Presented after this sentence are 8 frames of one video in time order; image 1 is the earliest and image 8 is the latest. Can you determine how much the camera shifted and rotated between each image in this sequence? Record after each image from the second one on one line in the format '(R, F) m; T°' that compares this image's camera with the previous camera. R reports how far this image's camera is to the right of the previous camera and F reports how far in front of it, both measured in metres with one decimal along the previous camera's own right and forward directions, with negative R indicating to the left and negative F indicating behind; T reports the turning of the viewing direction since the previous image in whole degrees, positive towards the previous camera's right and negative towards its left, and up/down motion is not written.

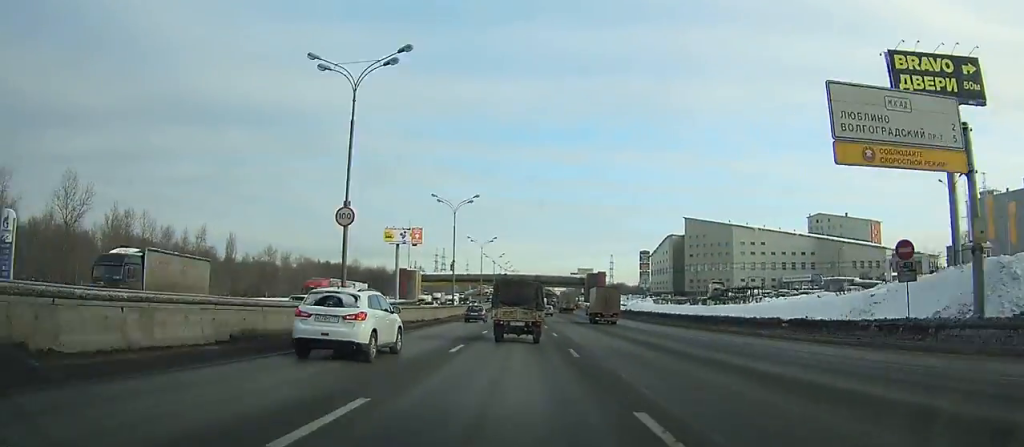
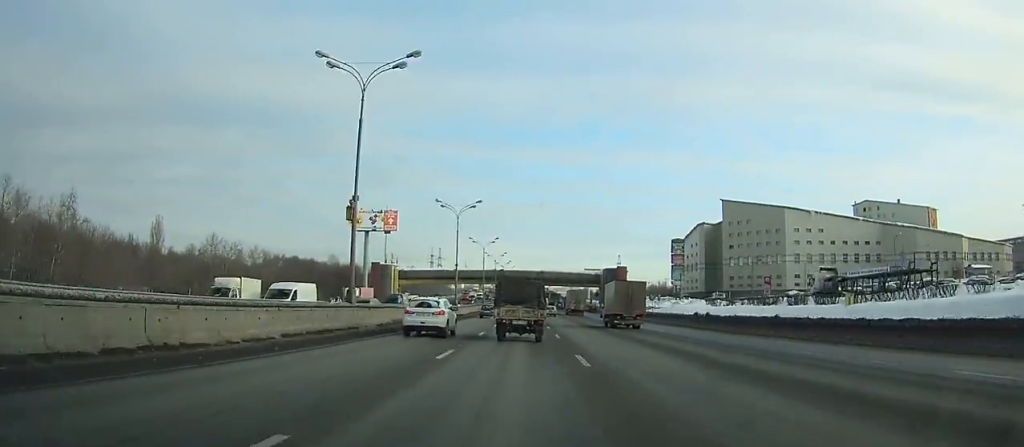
(-0.3, +37.8) m; 0°
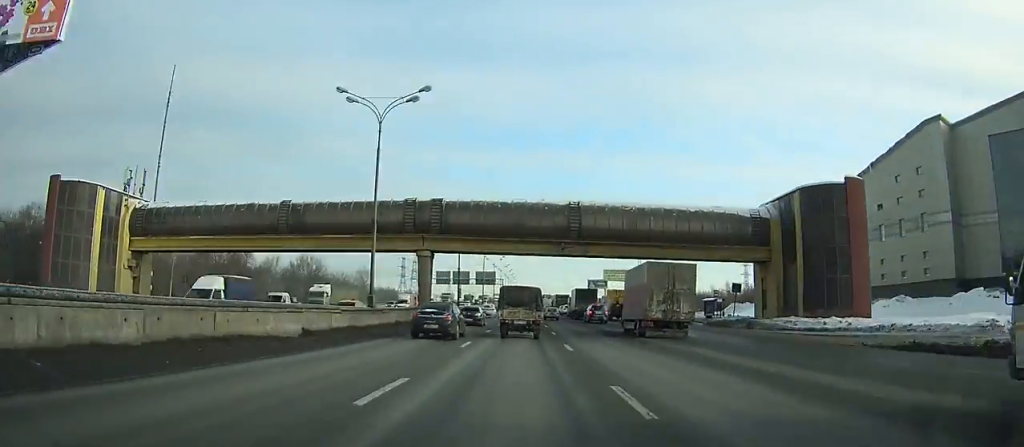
(-0.5, +112.0) m; 0°
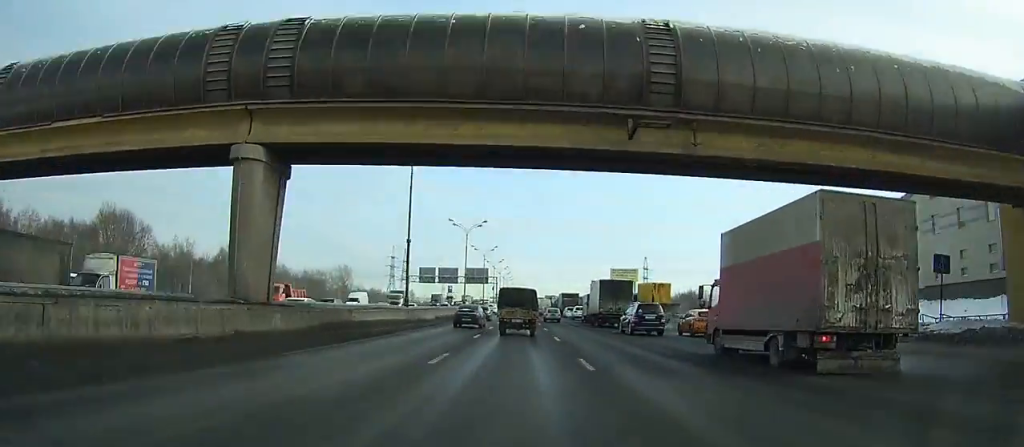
(+0.1, +29.6) m; 0°
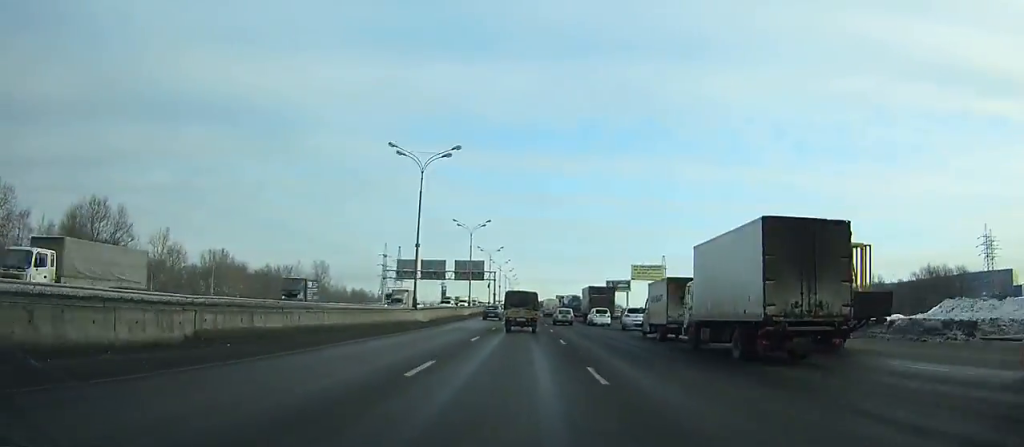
(+0.1, +38.9) m; 0°
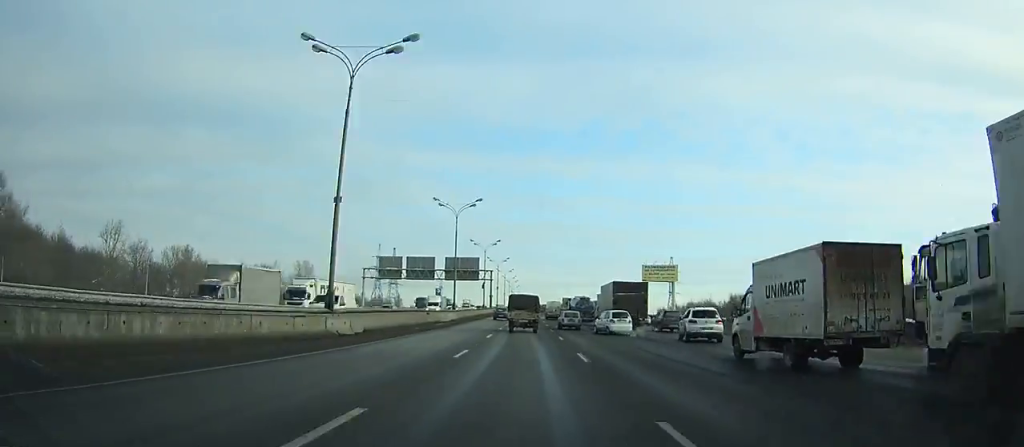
(0.0, +19.2) m; 0°
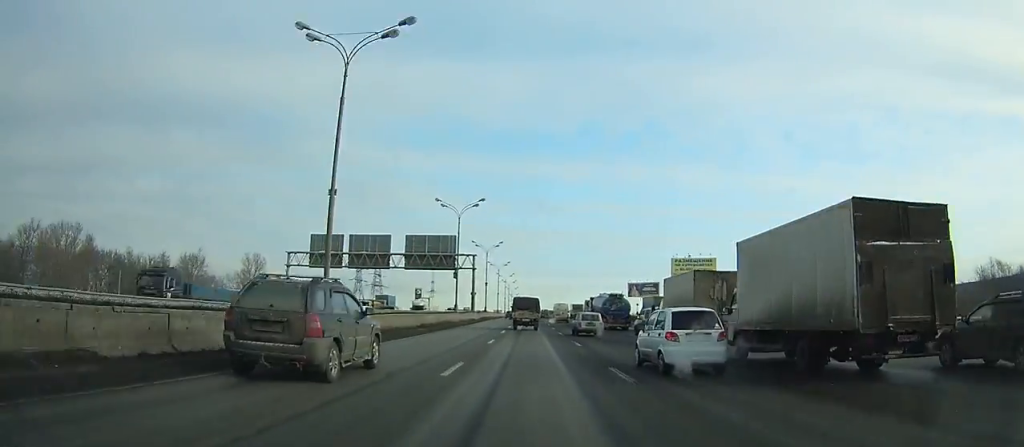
(-0.1, +42.0) m; 0°
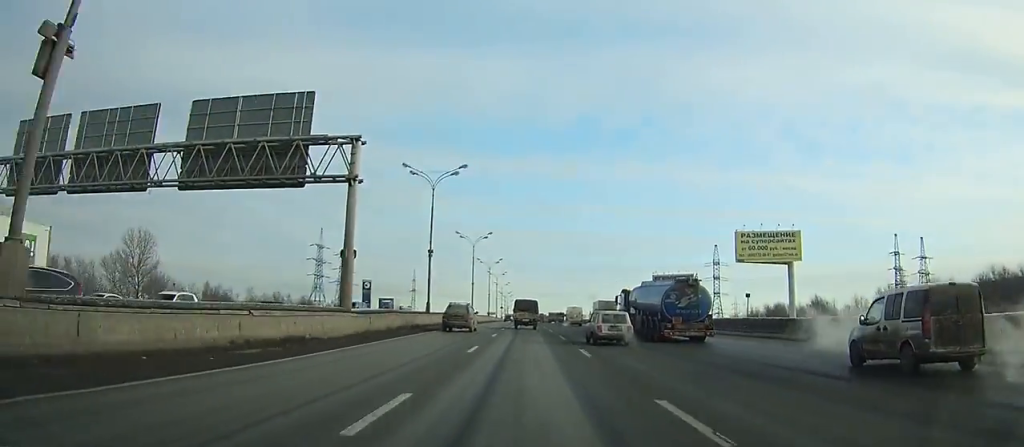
(+0.1, +55.1) m; 0°
